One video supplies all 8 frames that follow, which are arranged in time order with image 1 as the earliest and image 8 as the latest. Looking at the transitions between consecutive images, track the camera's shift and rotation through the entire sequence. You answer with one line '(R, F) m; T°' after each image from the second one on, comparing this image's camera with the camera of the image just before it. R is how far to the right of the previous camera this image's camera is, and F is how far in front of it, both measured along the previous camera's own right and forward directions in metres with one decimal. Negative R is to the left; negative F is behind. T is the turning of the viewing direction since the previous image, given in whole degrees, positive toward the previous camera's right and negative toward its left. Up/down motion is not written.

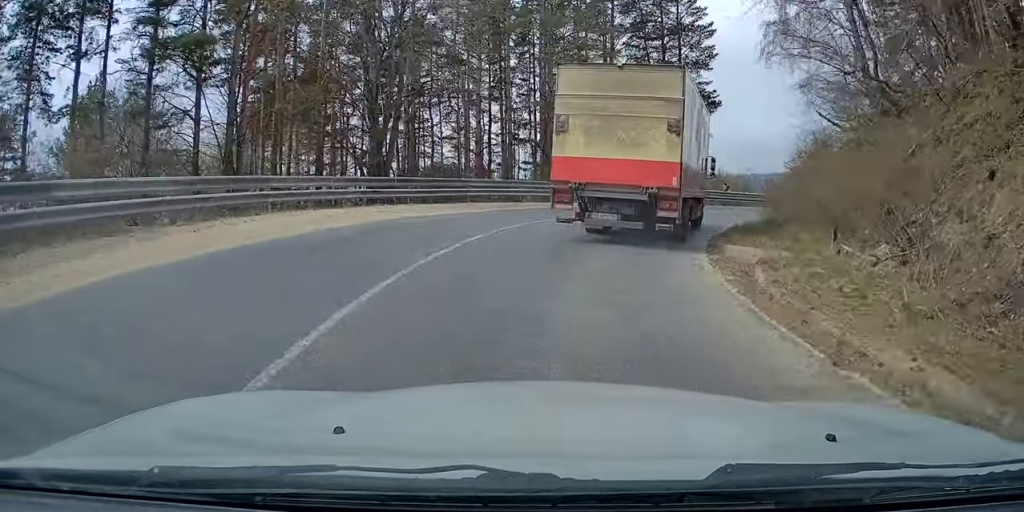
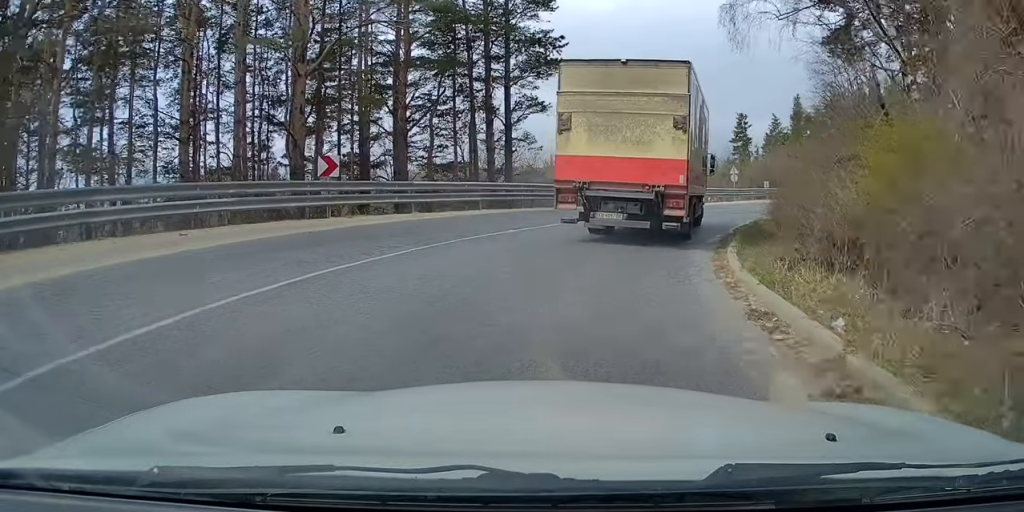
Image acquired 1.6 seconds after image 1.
(+2.7, +16.0) m; +16°
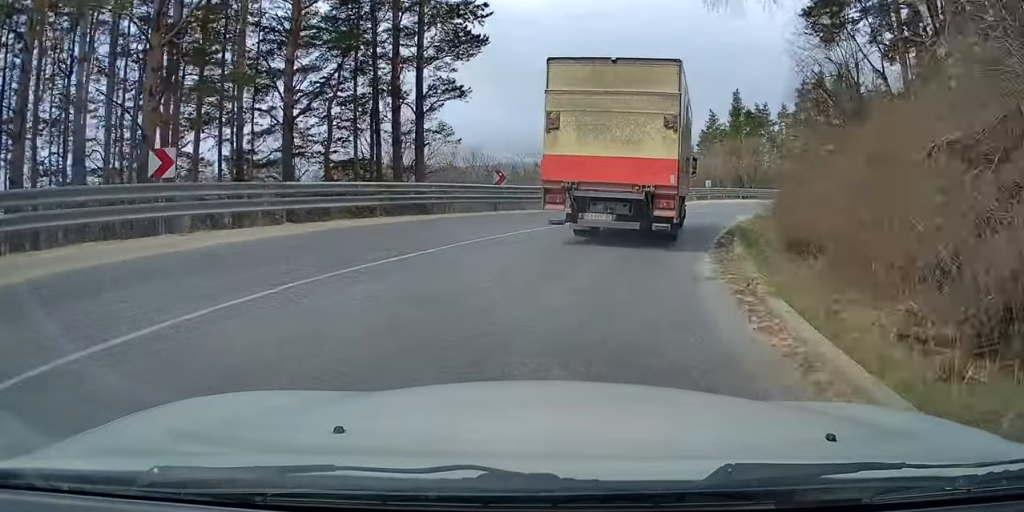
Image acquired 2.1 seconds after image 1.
(+0.2, +5.7) m; +5°
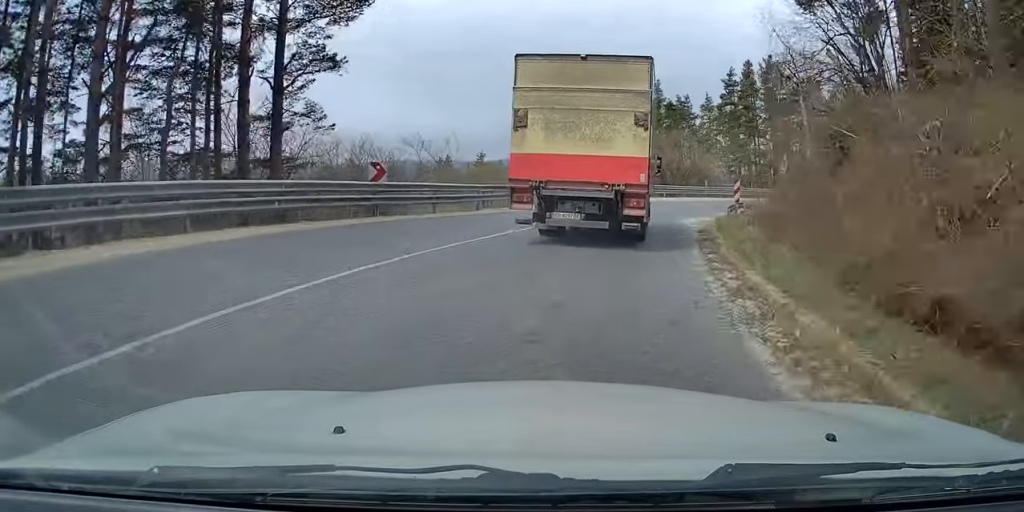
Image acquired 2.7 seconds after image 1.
(+0.2, +7.0) m; +6°
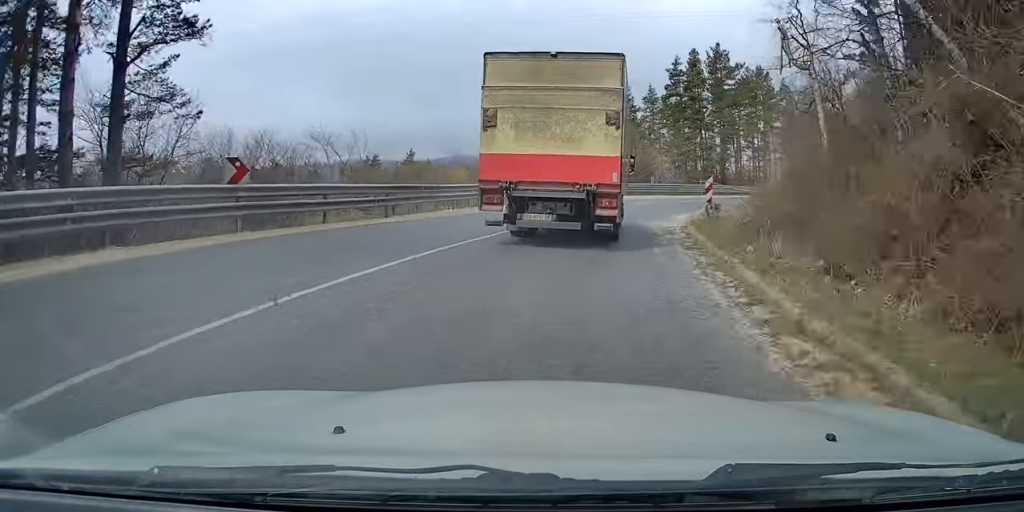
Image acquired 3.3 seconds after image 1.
(+0.3, +5.9) m; +5°
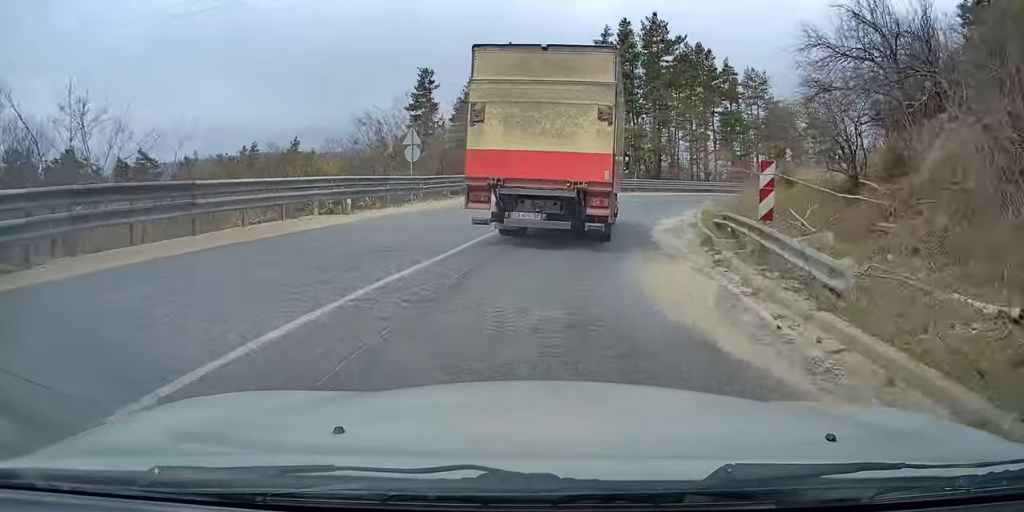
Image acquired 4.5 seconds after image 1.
(+1.6, +13.5) m; +11°
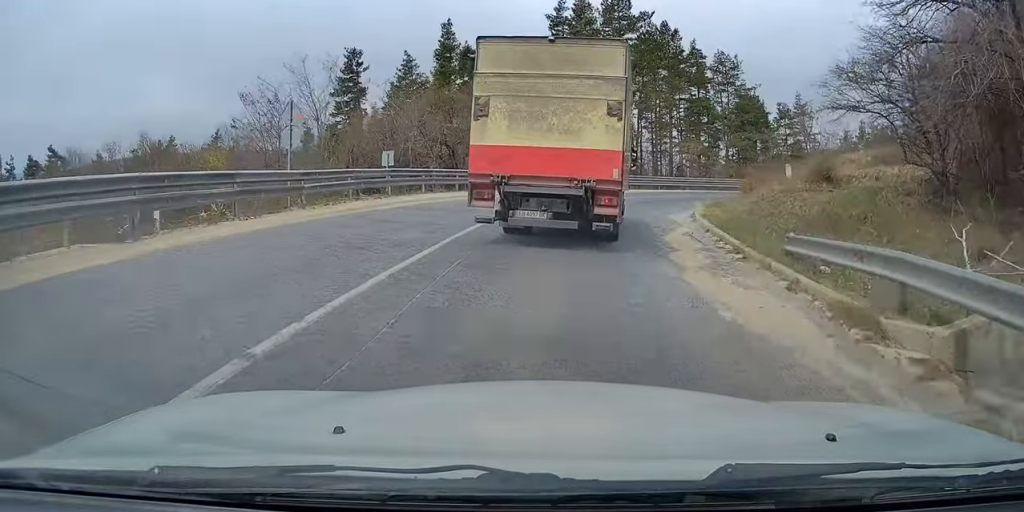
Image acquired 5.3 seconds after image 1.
(+0.4, +8.8) m; +6°
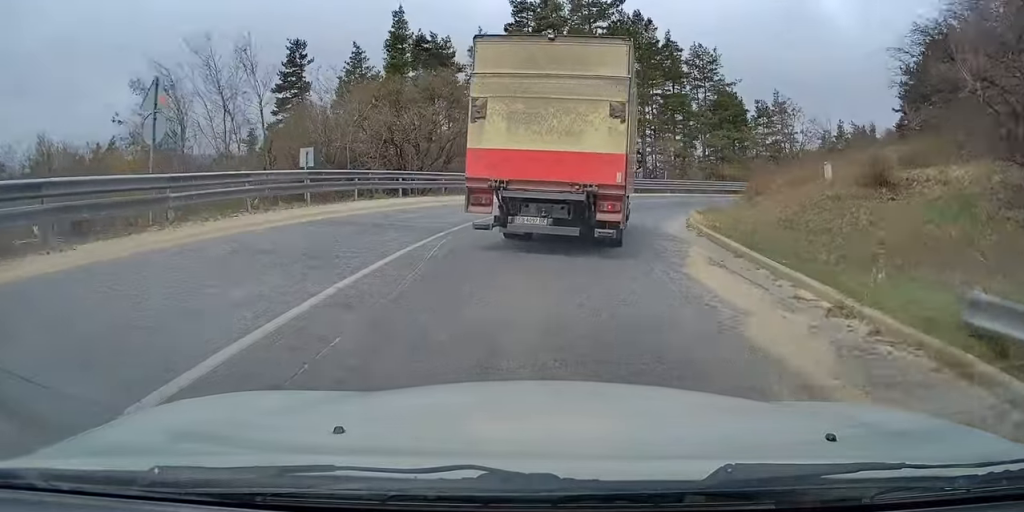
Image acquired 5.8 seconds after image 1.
(+0.2, +5.5) m; +4°
